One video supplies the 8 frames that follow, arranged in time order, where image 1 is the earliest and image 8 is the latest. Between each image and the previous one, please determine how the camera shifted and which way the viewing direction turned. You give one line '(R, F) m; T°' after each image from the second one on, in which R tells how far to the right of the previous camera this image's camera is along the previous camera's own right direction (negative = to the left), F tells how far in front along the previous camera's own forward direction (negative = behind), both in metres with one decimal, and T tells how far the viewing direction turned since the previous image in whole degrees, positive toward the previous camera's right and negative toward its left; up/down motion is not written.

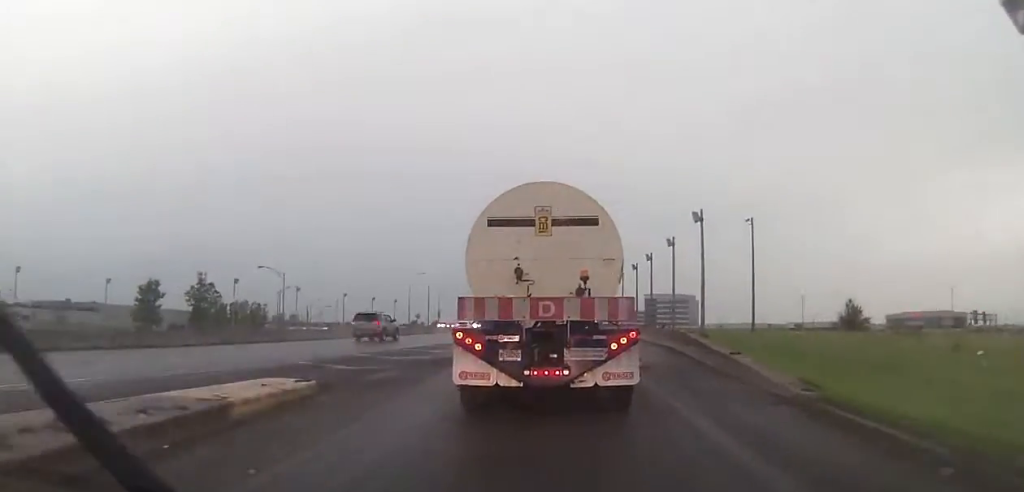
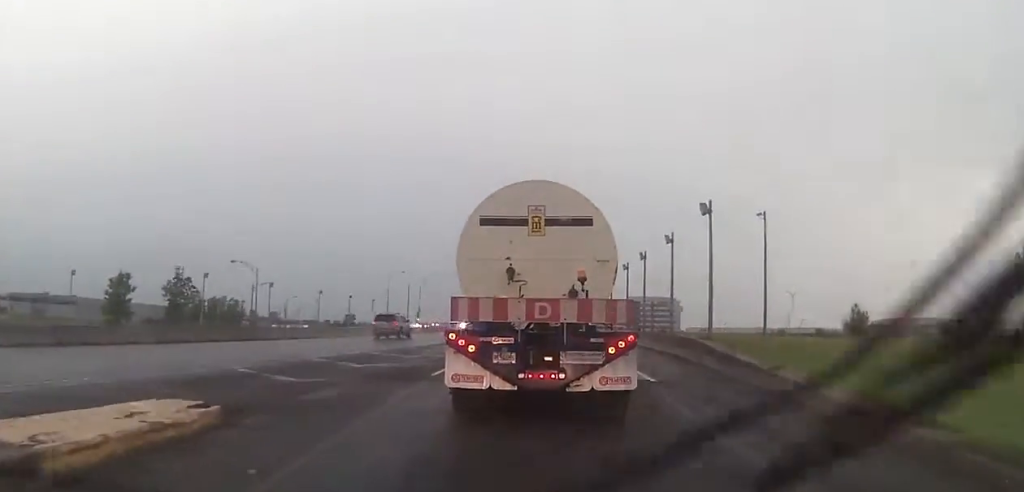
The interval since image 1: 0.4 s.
(+0.2, +3.8) m; +2°
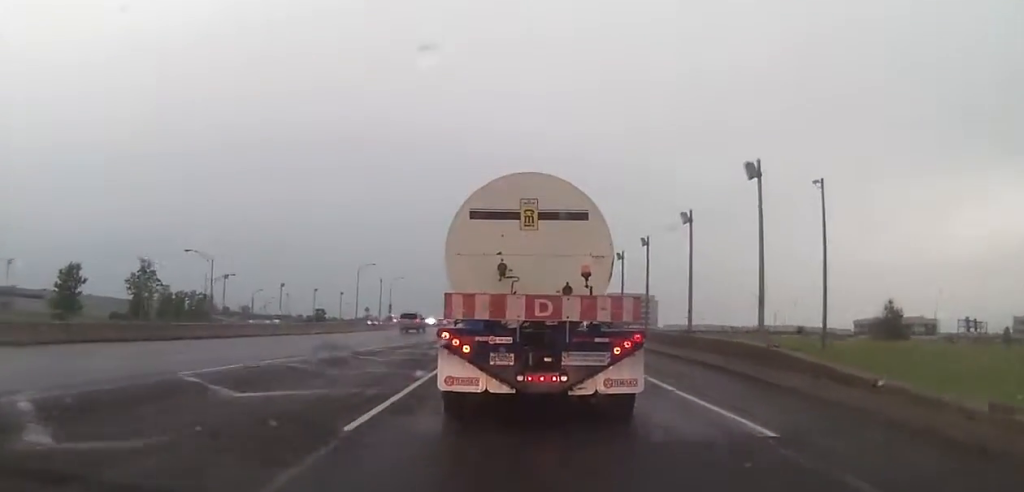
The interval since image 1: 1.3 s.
(+0.3, +7.8) m; +3°
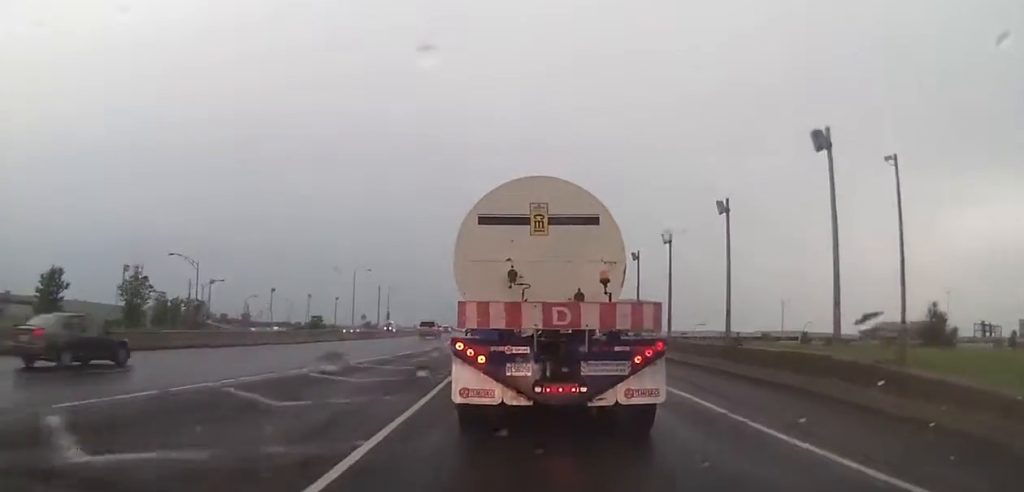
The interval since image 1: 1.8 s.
(+0.2, +4.9) m; -1°
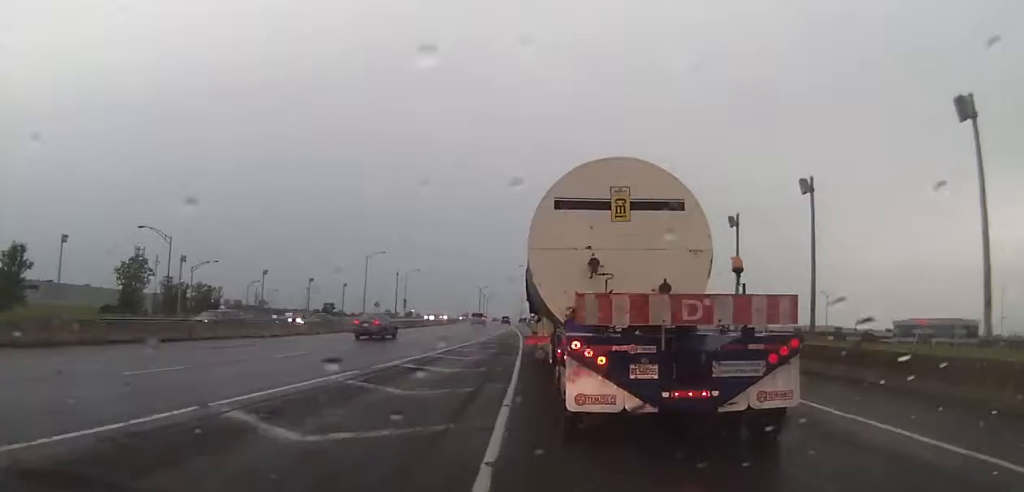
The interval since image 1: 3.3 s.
(-0.4, +13.9) m; 0°
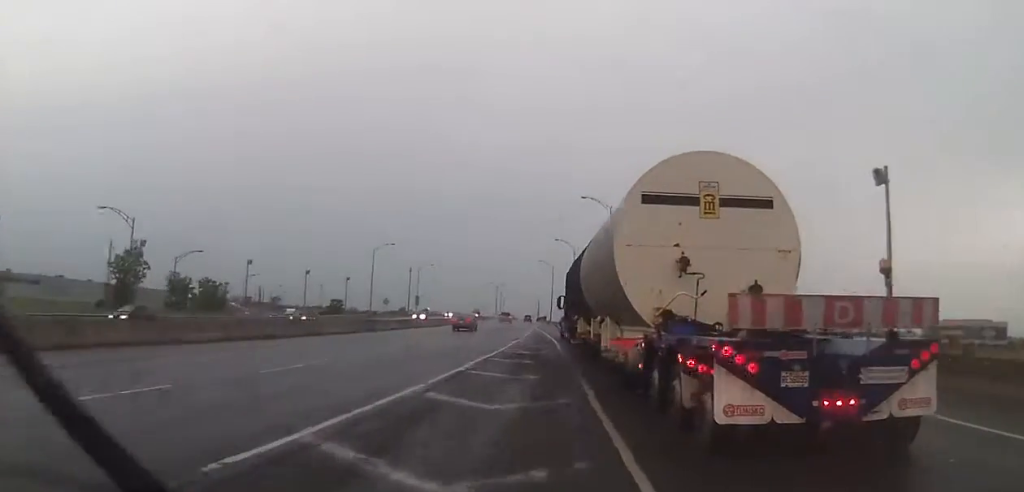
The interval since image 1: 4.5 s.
(+0.2, +11.7) m; -2°
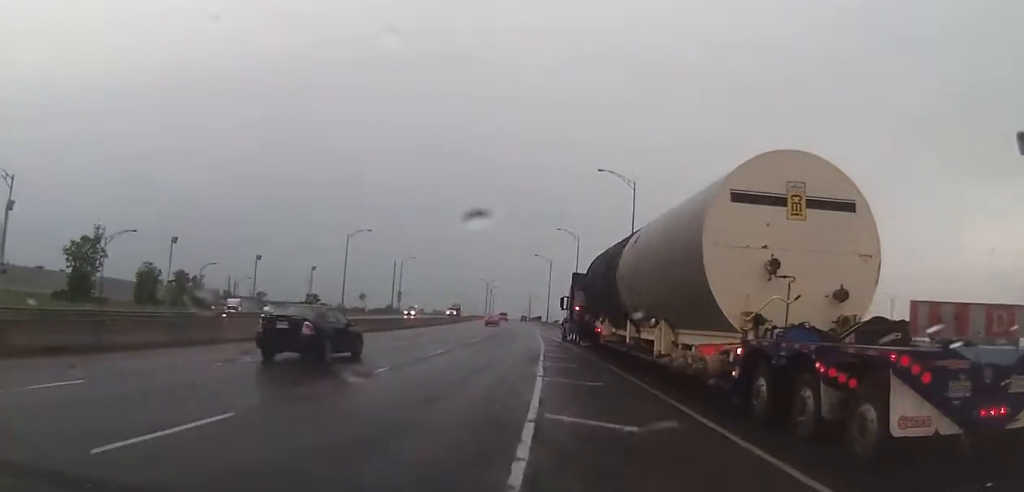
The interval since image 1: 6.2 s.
(-0.5, +17.0) m; +2°
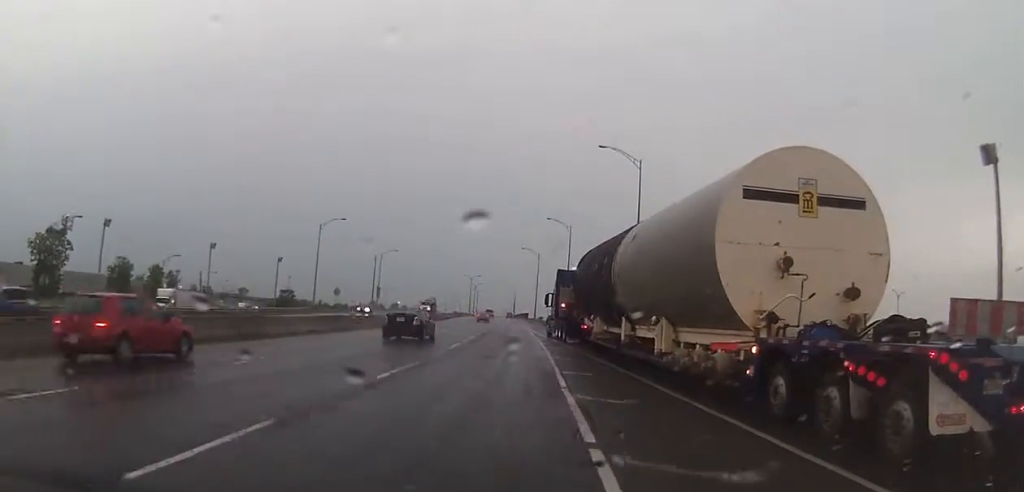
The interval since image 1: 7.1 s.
(+0.4, +8.9) m; +3°
